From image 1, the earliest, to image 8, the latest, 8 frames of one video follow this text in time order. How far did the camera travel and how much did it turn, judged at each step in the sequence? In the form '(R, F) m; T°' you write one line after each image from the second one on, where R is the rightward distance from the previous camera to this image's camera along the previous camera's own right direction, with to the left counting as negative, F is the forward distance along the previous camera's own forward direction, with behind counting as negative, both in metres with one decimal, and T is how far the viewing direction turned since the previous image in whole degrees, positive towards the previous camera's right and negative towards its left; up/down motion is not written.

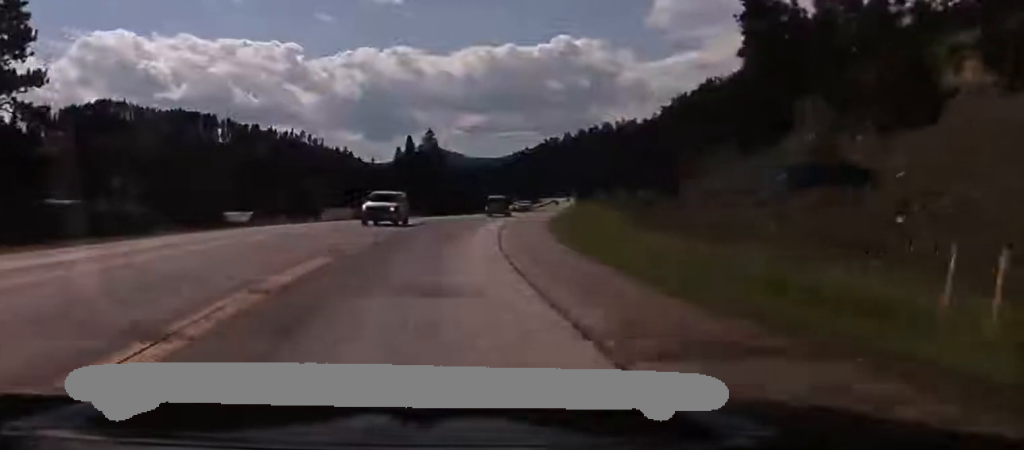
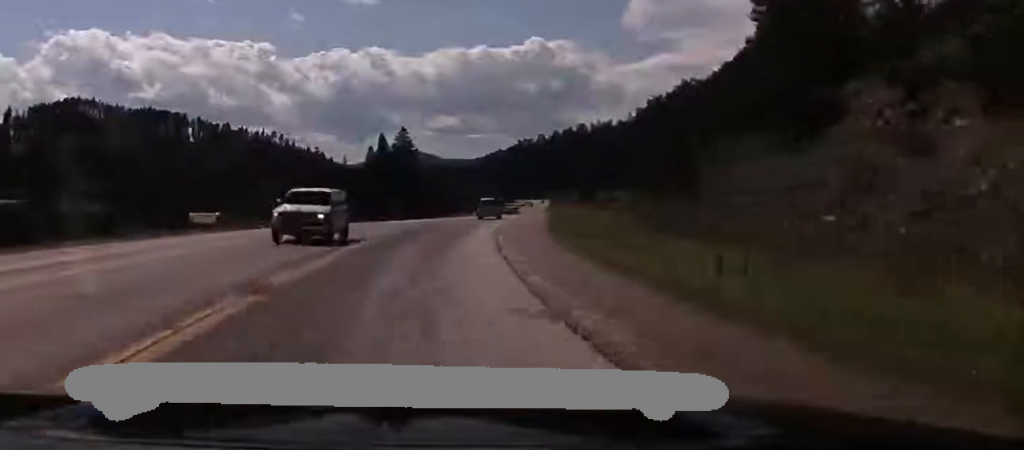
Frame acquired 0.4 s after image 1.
(+0.1, +8.4) m; +1°
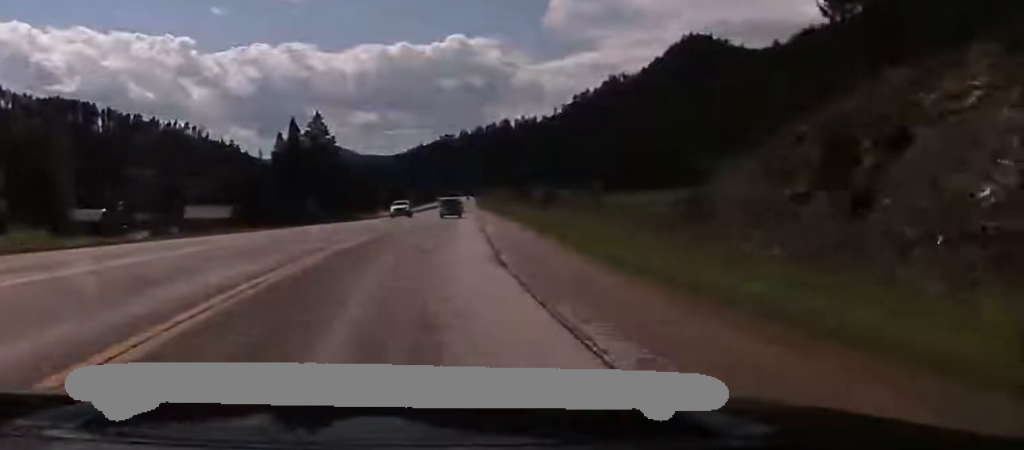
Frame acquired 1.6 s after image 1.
(+0.5, +25.9) m; +3°
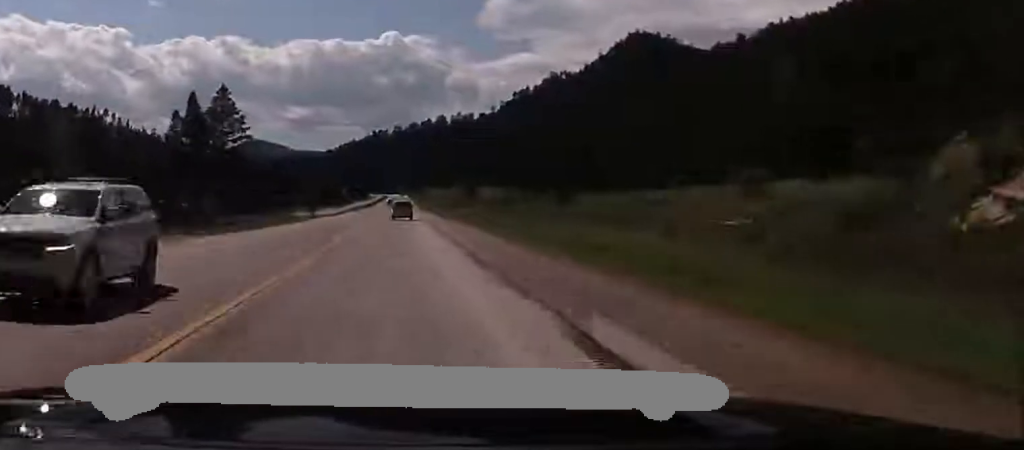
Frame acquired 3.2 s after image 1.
(+0.7, +32.7) m; +4°
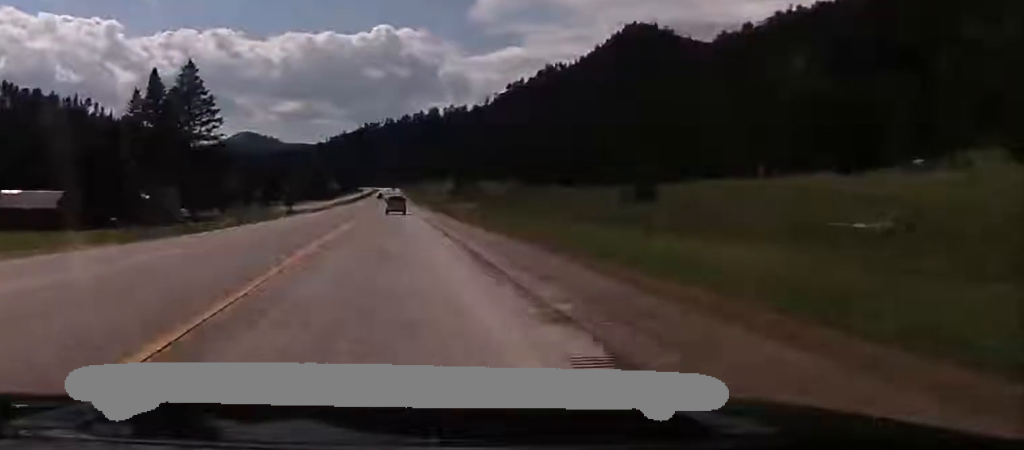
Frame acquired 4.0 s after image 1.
(+0.7, +17.3) m; +2°
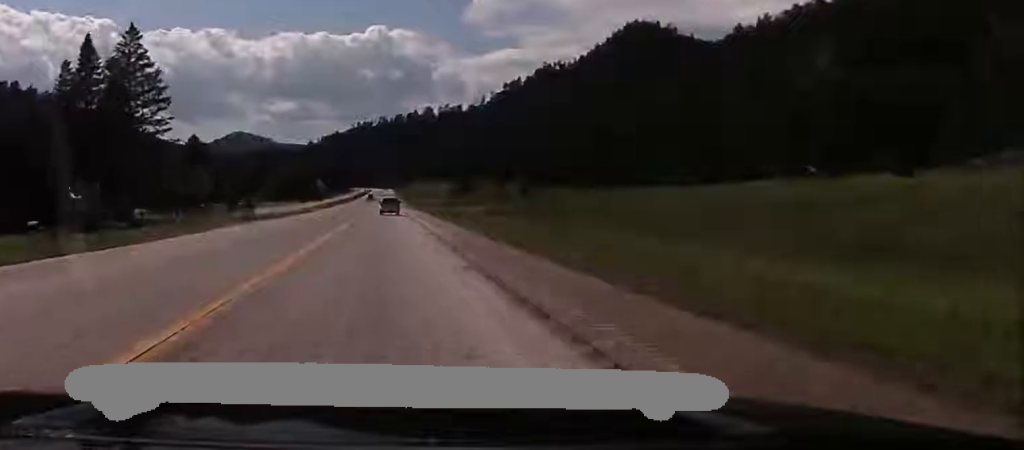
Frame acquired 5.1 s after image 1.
(+0.2, +24.8) m; +1°
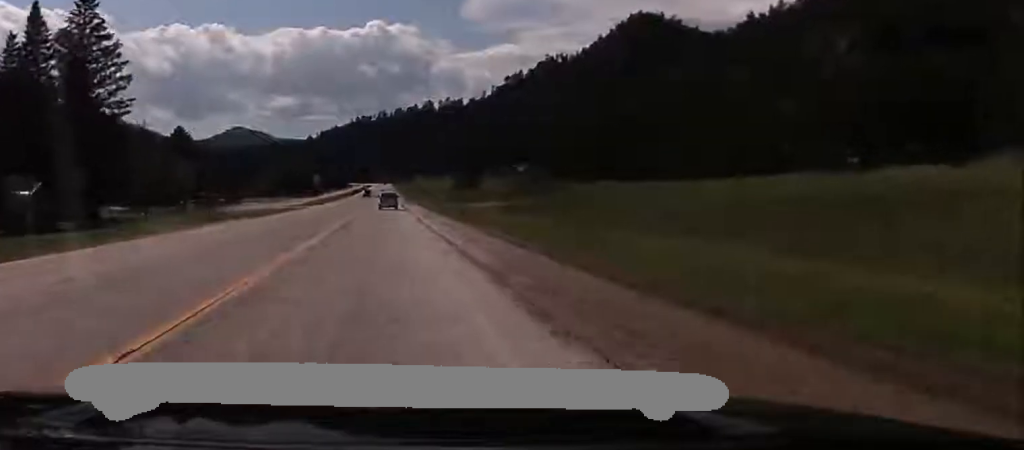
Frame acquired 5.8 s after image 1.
(+0.1, +14.5) m; 0°
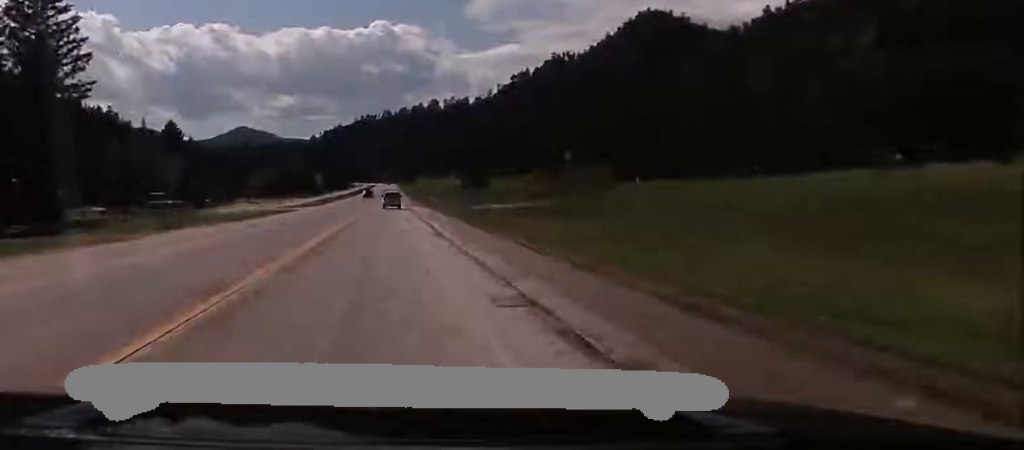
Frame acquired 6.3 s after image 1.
(0.0, +12.3) m; 0°
